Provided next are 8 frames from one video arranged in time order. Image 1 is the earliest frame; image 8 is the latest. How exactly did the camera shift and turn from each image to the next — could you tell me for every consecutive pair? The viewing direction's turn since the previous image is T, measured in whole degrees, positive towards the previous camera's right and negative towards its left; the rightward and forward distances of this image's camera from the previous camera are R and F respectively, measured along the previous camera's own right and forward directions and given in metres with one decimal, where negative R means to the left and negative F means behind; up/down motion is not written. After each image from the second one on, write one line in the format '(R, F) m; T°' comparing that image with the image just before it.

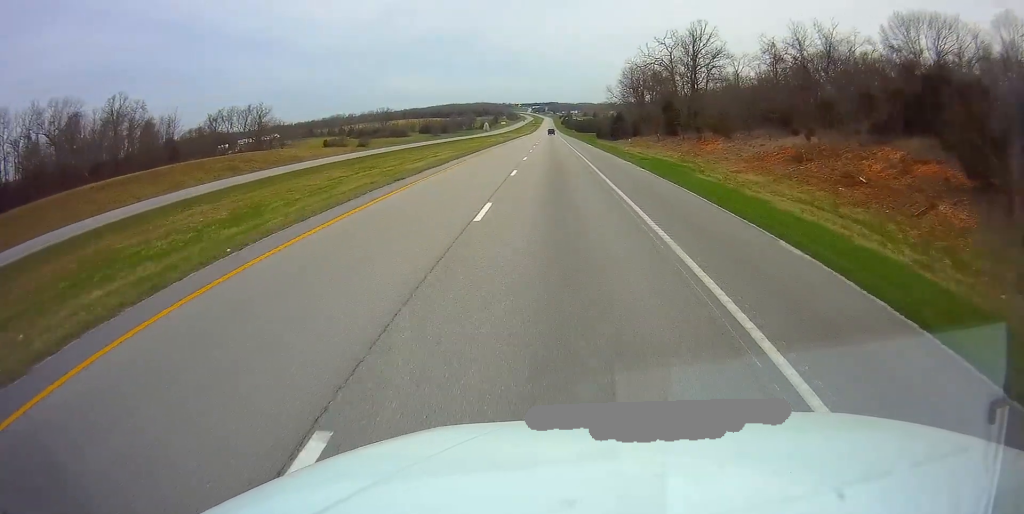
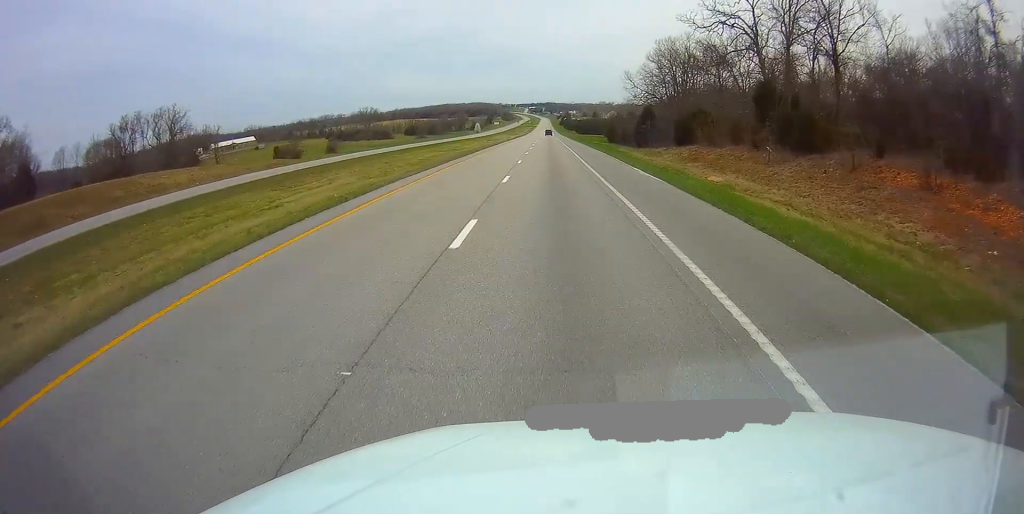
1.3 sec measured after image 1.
(0.0, +39.8) m; 0°
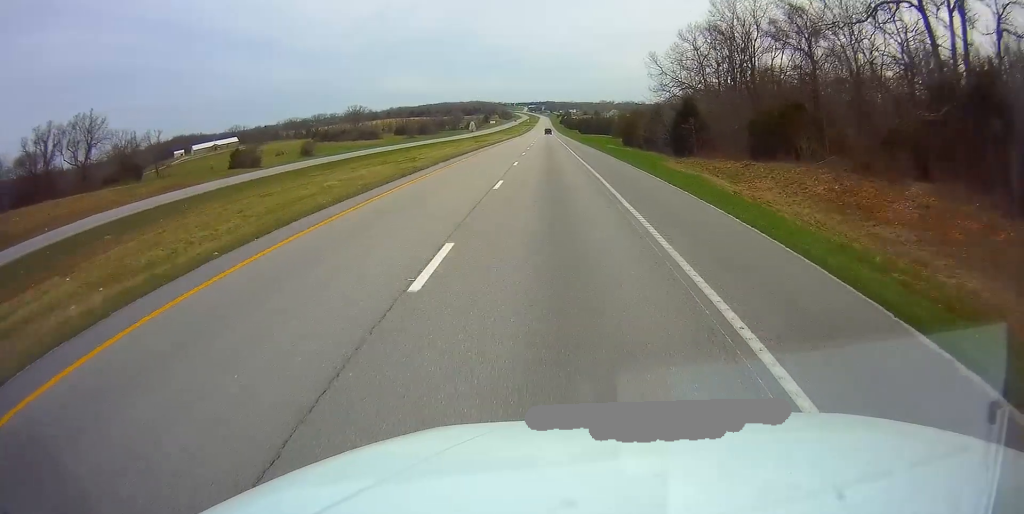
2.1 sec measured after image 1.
(0.0, +27.2) m; 0°
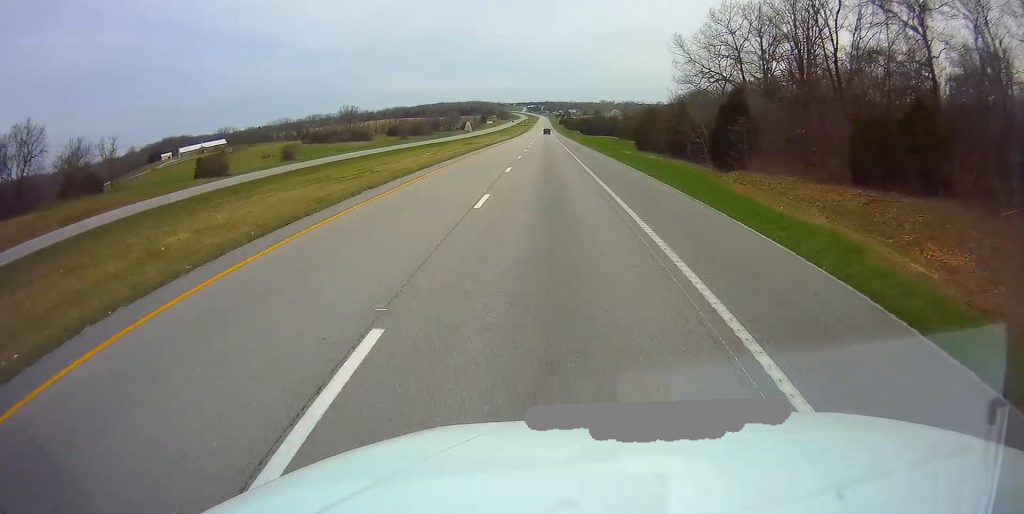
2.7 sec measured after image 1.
(0.0, +16.6) m; 0°
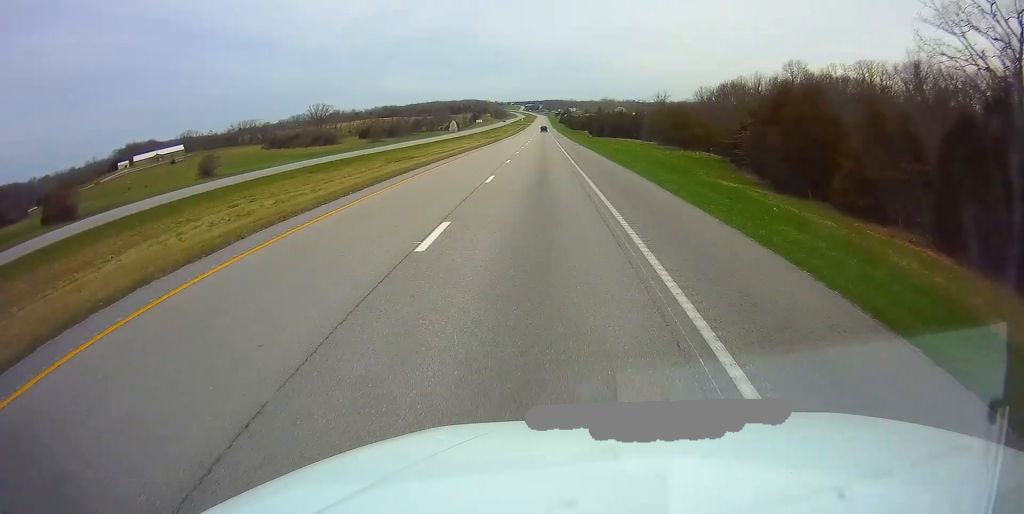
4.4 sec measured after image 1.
(+0.3, +54.1) m; 0°
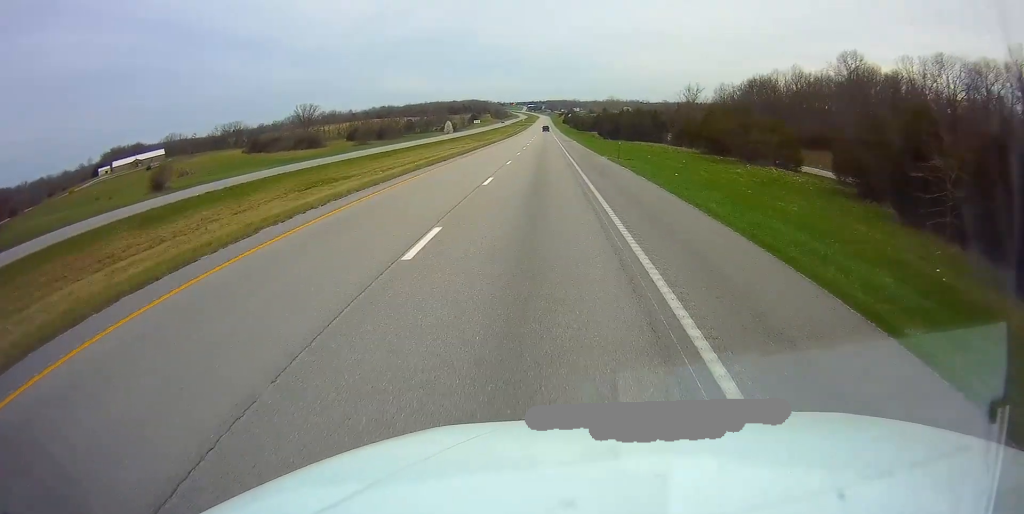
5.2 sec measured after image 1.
(-0.1, +24.9) m; 0°
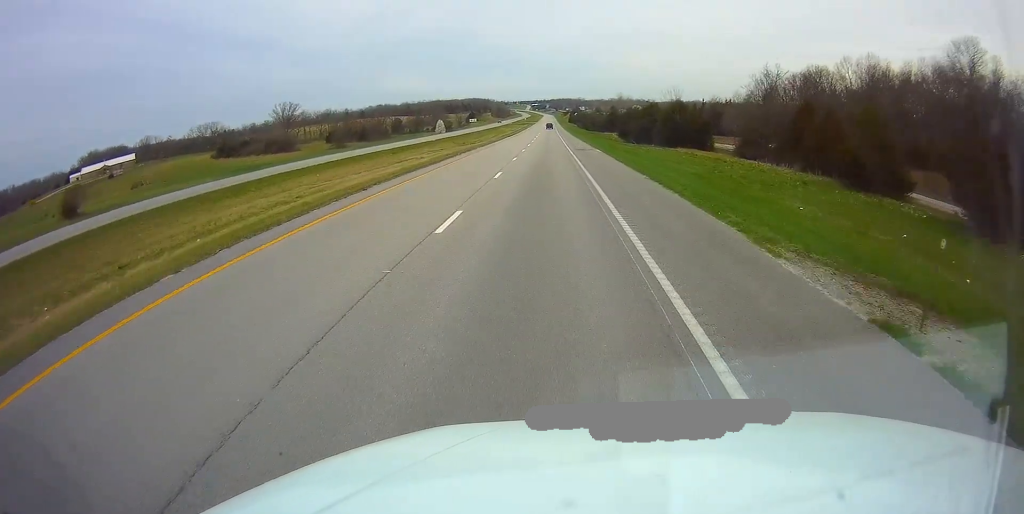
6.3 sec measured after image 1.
(-0.1, +34.0) m; 0°
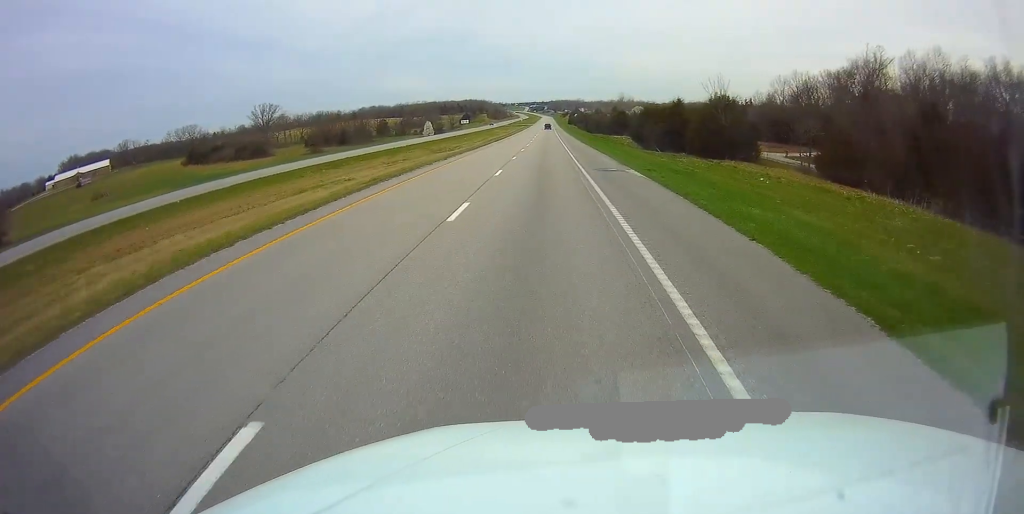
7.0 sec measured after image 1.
(+0.1, +22.5) m; 0°
